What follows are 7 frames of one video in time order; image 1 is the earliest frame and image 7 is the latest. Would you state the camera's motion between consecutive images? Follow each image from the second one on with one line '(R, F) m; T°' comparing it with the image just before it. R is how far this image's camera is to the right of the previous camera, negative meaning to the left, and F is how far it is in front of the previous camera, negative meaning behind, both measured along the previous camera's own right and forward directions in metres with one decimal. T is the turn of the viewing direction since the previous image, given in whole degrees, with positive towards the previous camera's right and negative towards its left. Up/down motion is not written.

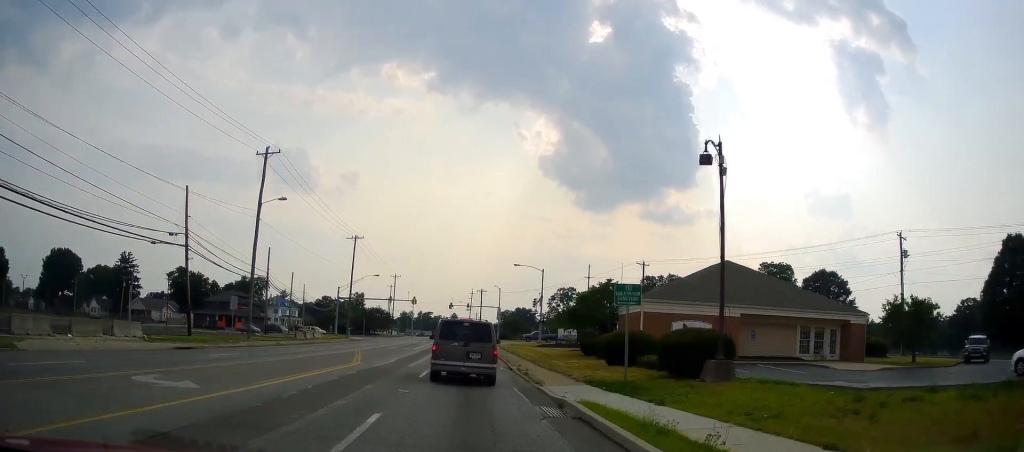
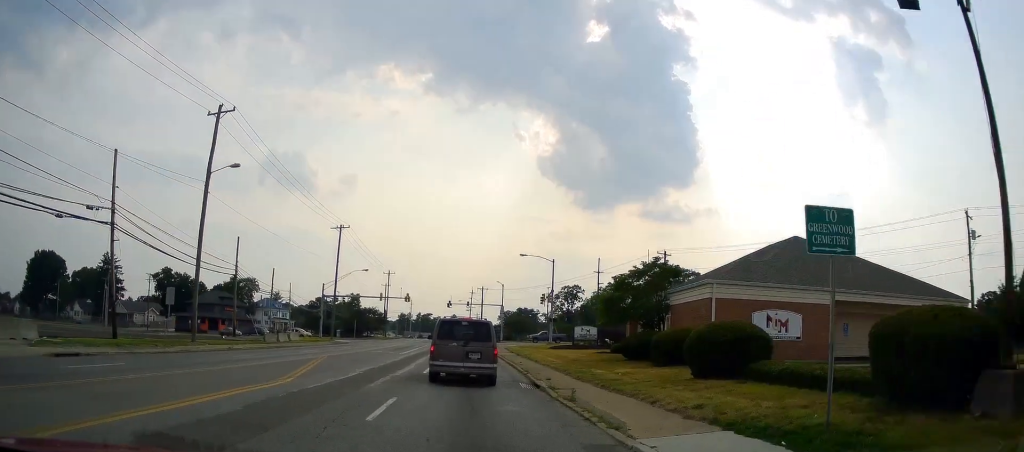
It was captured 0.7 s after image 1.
(+0.1, +9.9) m; +1°
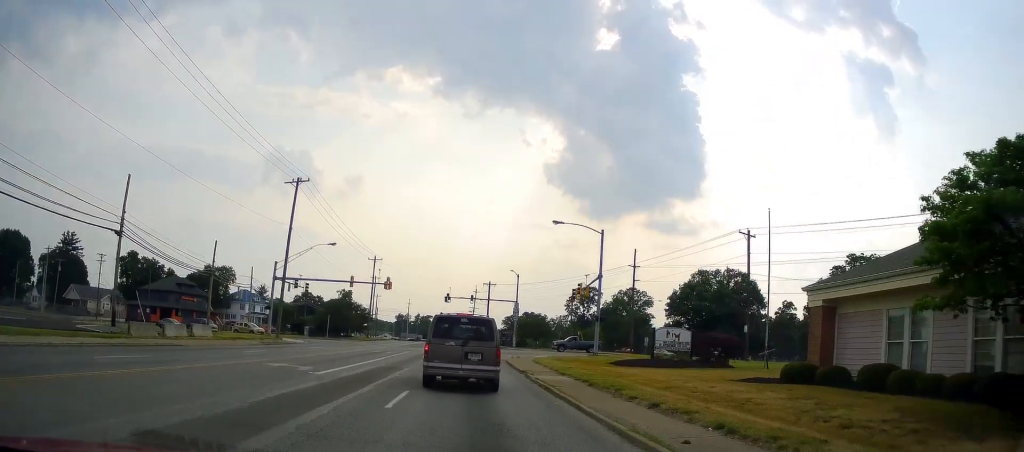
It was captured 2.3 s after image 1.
(-0.4, +23.7) m; -2°
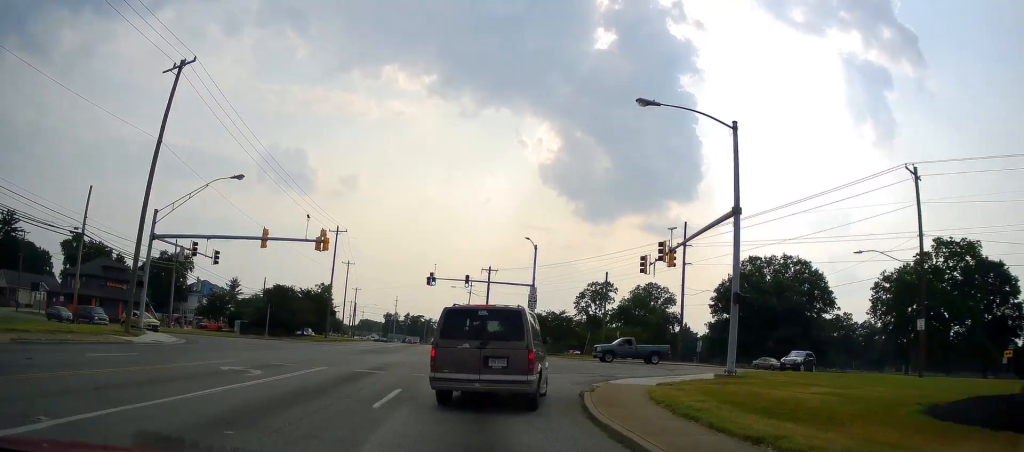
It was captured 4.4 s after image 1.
(+0.1, +25.8) m; 0°
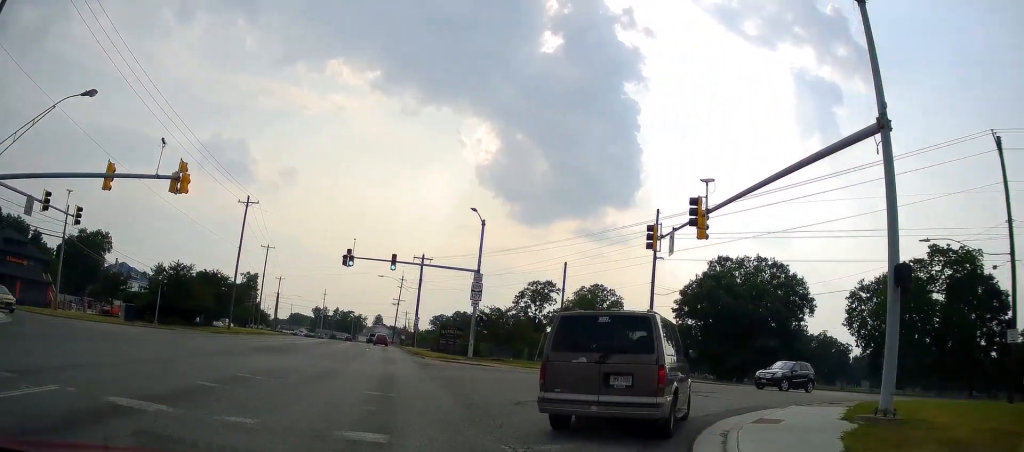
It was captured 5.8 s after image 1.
(+0.4, +12.8) m; +7°
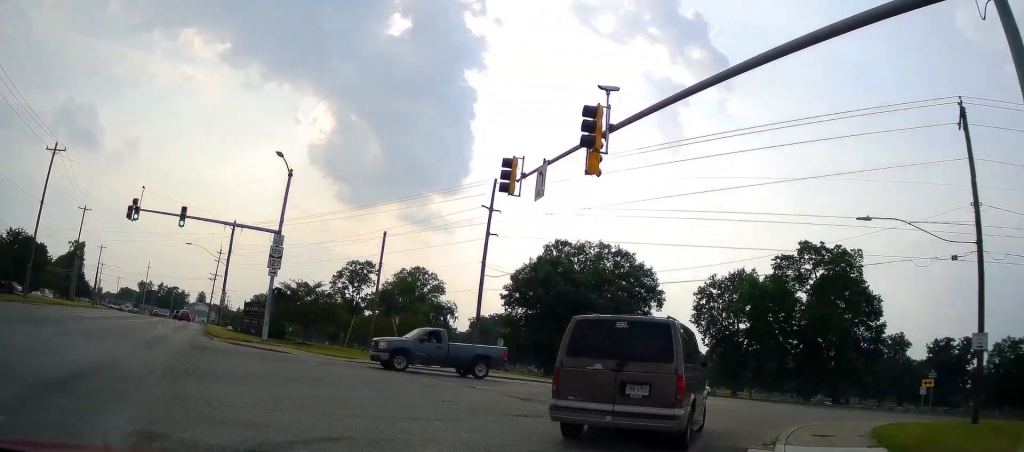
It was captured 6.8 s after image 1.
(+0.6, +9.1) m; +14°
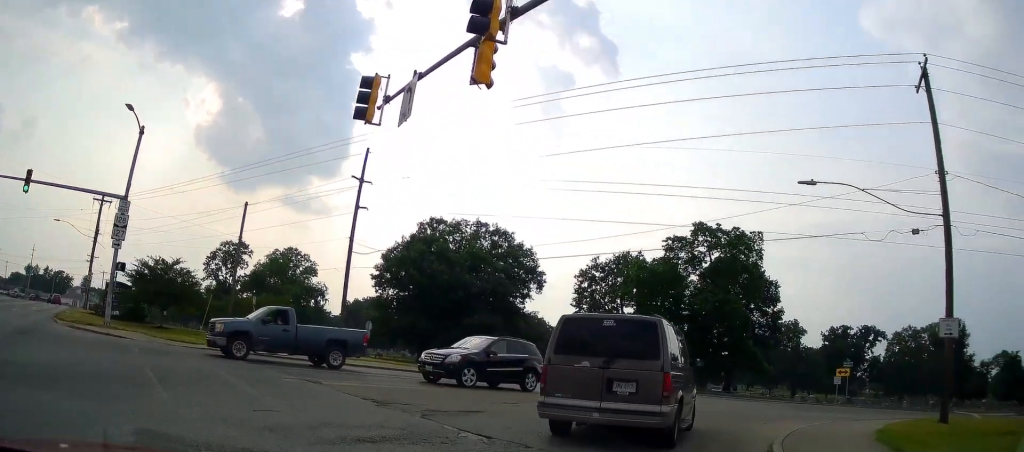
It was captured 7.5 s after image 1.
(-0.1, +4.9) m; +15°
